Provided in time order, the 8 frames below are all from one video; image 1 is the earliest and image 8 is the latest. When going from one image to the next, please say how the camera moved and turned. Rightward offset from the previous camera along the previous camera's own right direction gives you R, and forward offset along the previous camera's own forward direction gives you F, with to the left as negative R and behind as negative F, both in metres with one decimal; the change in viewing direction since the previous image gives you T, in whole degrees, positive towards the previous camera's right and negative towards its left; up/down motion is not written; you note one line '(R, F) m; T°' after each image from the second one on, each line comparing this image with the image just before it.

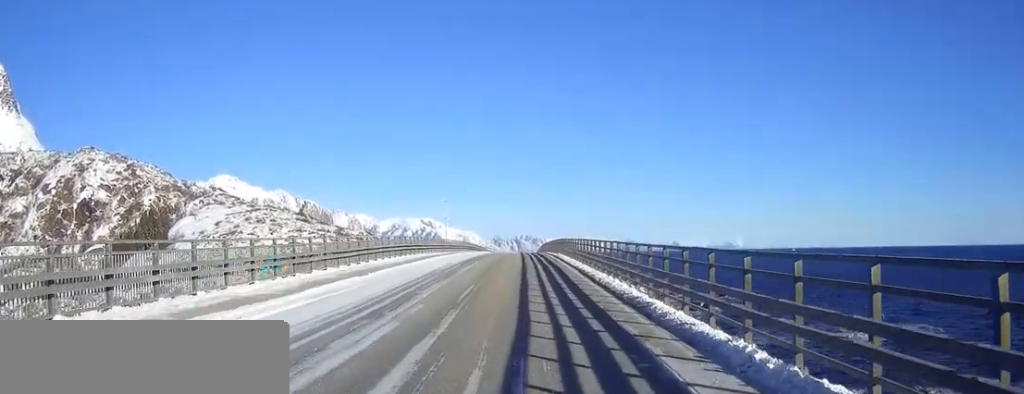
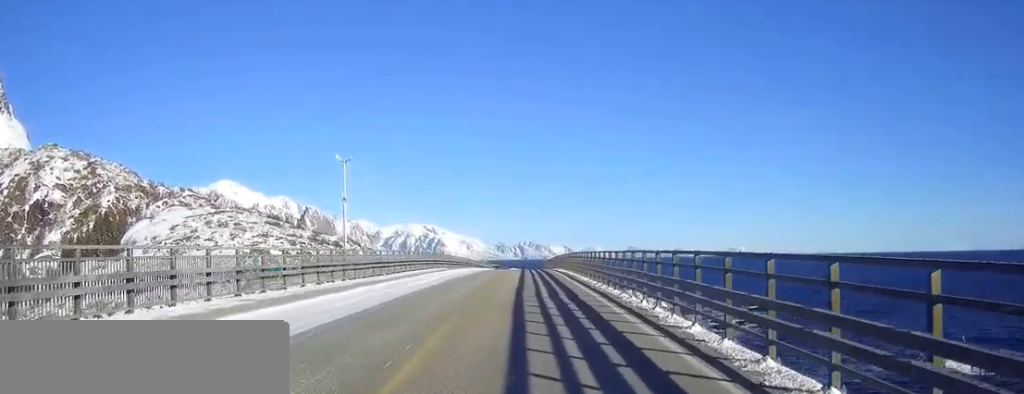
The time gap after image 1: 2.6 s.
(0.0, +45.1) m; 0°
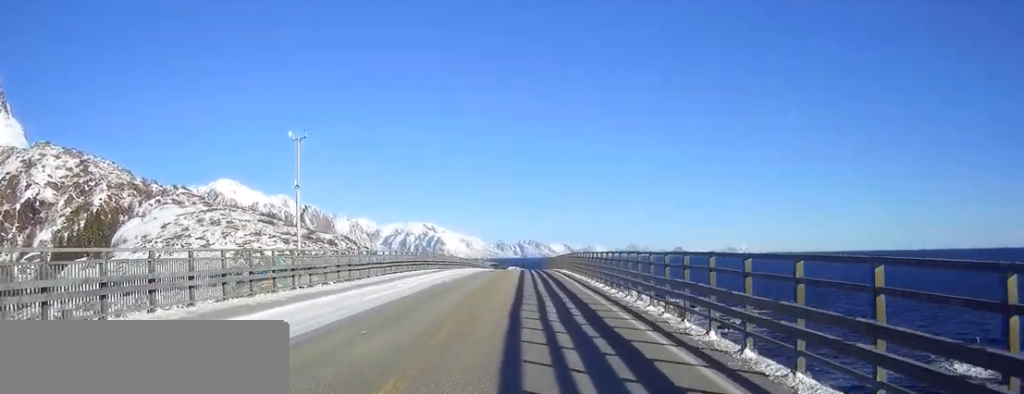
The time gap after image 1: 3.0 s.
(0.0, +7.0) m; 0°
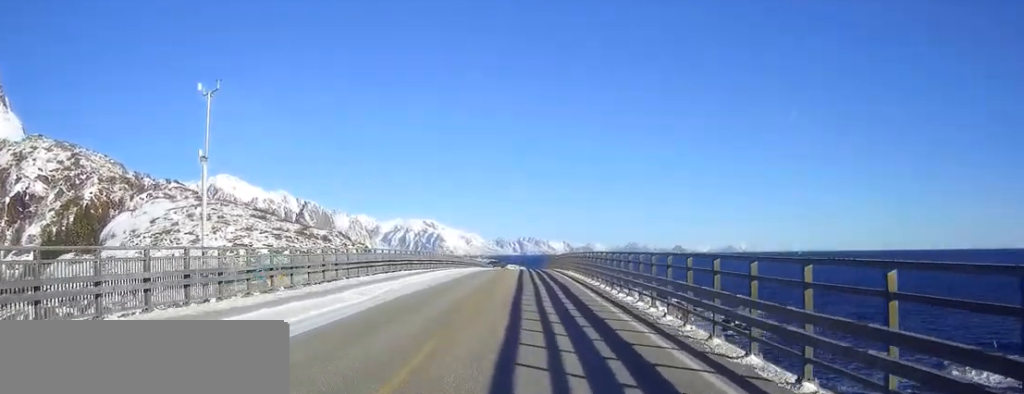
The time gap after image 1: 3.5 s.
(0.0, +8.2) m; 0°
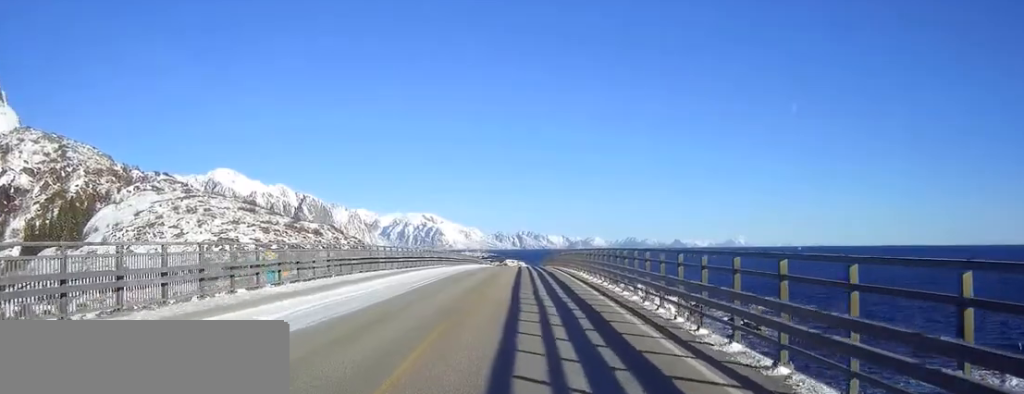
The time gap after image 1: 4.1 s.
(0.0, +11.1) m; 0°
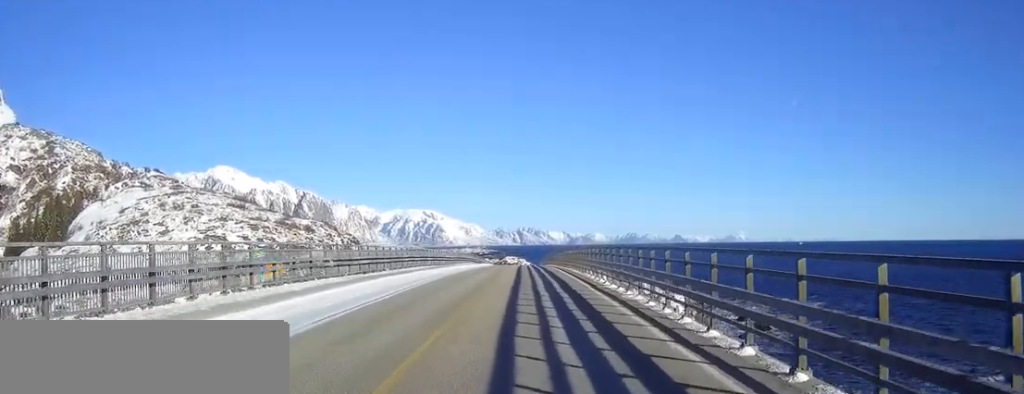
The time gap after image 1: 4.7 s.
(0.0, +10.6) m; 0°
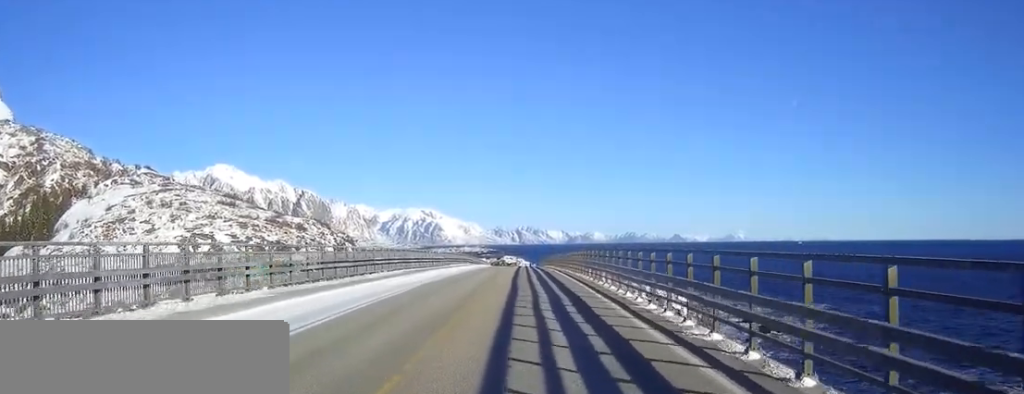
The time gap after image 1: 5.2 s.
(-0.1, +8.2) m; 0°
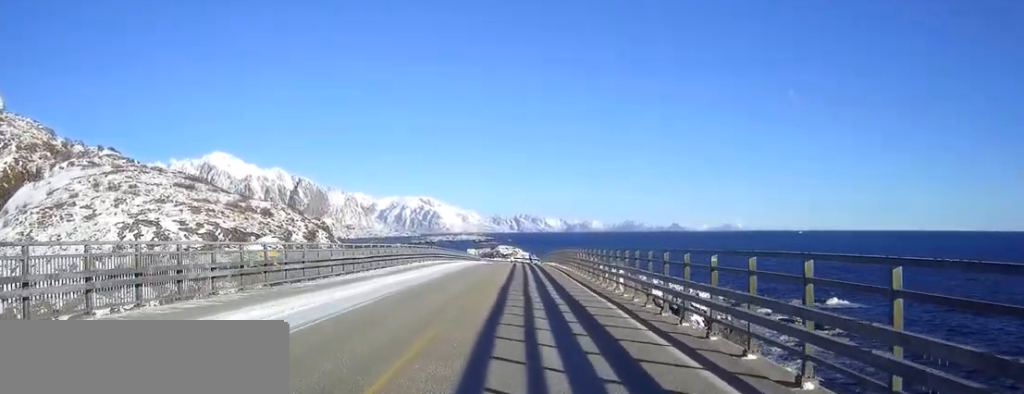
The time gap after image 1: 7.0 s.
(0.0, +32.1) m; 0°
